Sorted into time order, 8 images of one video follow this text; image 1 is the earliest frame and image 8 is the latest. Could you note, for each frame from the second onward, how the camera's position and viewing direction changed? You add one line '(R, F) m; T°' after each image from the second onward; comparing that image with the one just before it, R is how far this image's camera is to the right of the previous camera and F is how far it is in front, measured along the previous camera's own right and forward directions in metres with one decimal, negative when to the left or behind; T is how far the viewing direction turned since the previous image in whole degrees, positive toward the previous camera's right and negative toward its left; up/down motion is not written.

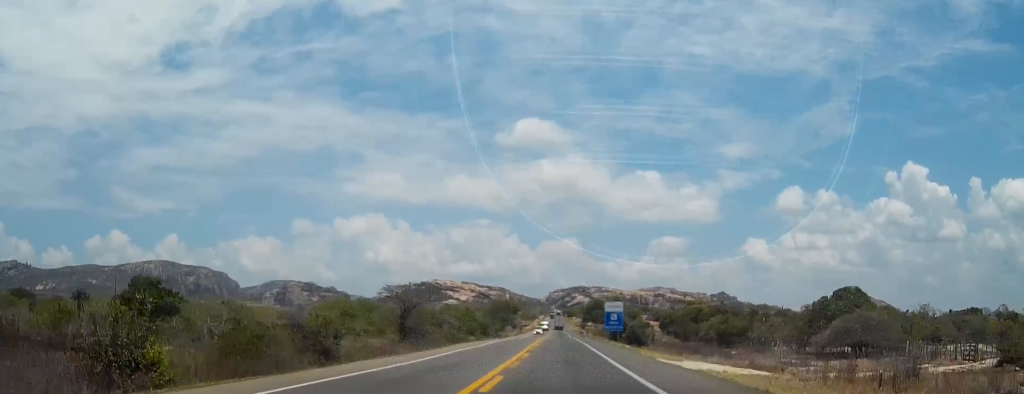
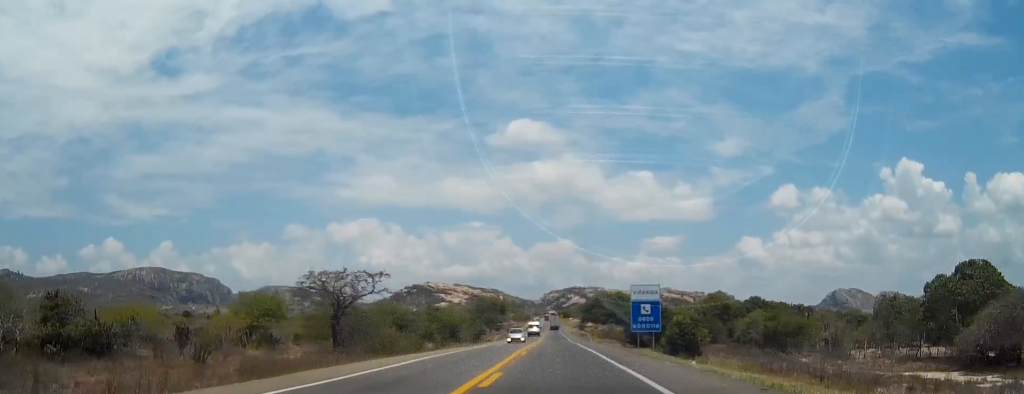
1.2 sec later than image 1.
(0.0, +31.1) m; 0°
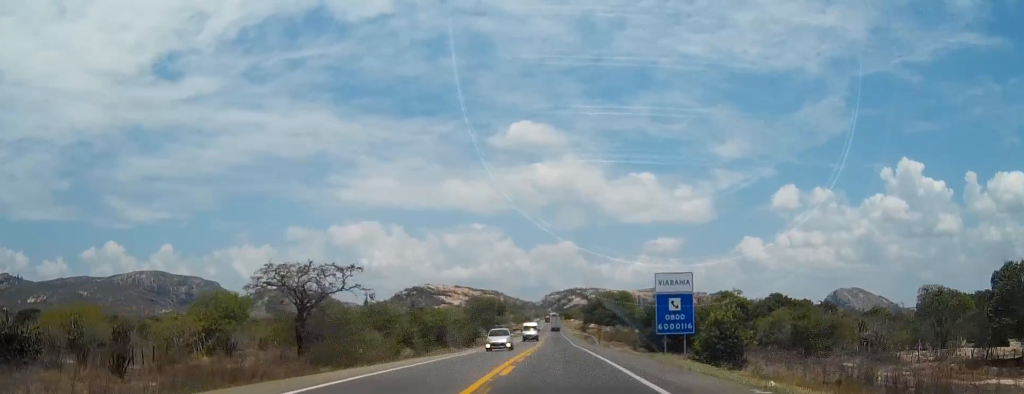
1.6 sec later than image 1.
(0.0, +11.3) m; 0°
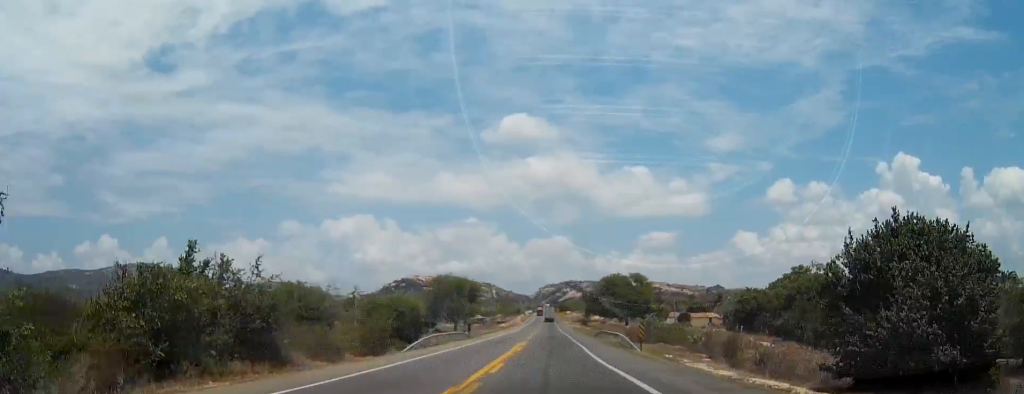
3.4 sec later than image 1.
(0.0, +47.0) m; 0°
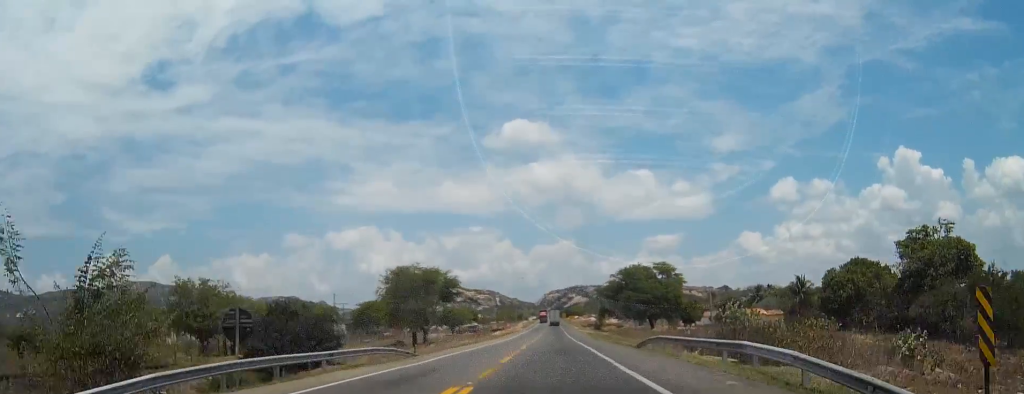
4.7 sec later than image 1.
(0.0, +34.4) m; 0°
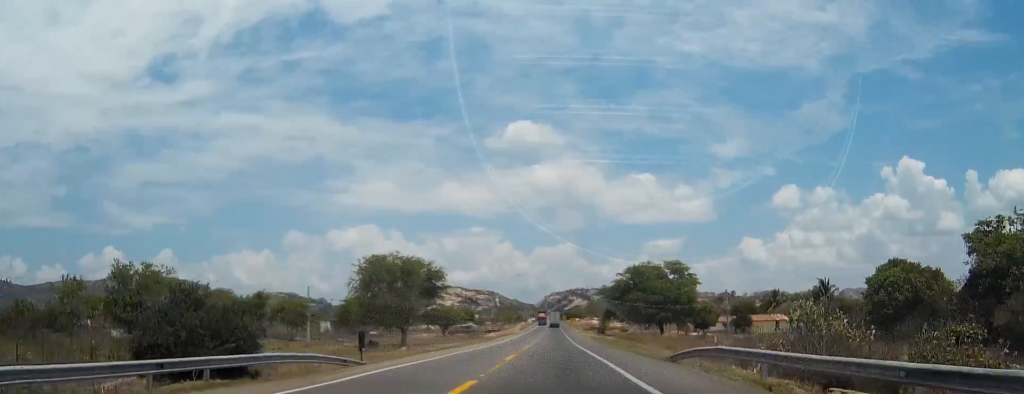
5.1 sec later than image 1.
(0.0, +12.8) m; 0°
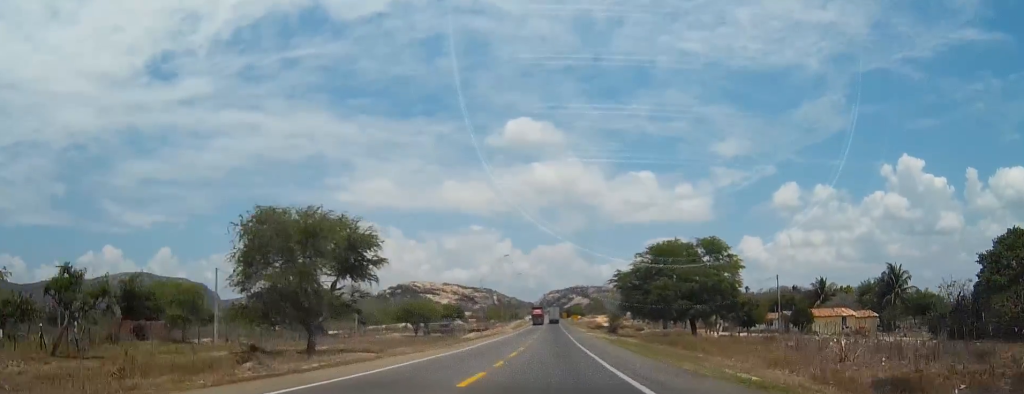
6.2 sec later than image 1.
(0.0, +29.5) m; 0°
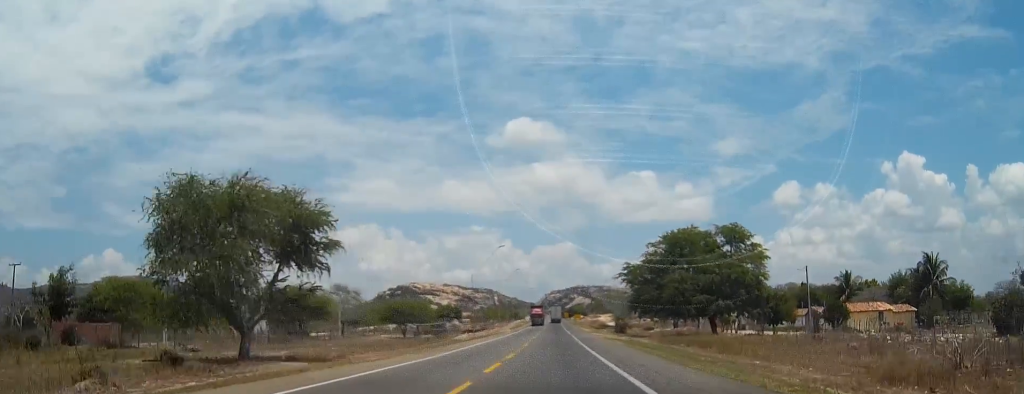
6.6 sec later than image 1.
(0.0, +11.1) m; 0°
